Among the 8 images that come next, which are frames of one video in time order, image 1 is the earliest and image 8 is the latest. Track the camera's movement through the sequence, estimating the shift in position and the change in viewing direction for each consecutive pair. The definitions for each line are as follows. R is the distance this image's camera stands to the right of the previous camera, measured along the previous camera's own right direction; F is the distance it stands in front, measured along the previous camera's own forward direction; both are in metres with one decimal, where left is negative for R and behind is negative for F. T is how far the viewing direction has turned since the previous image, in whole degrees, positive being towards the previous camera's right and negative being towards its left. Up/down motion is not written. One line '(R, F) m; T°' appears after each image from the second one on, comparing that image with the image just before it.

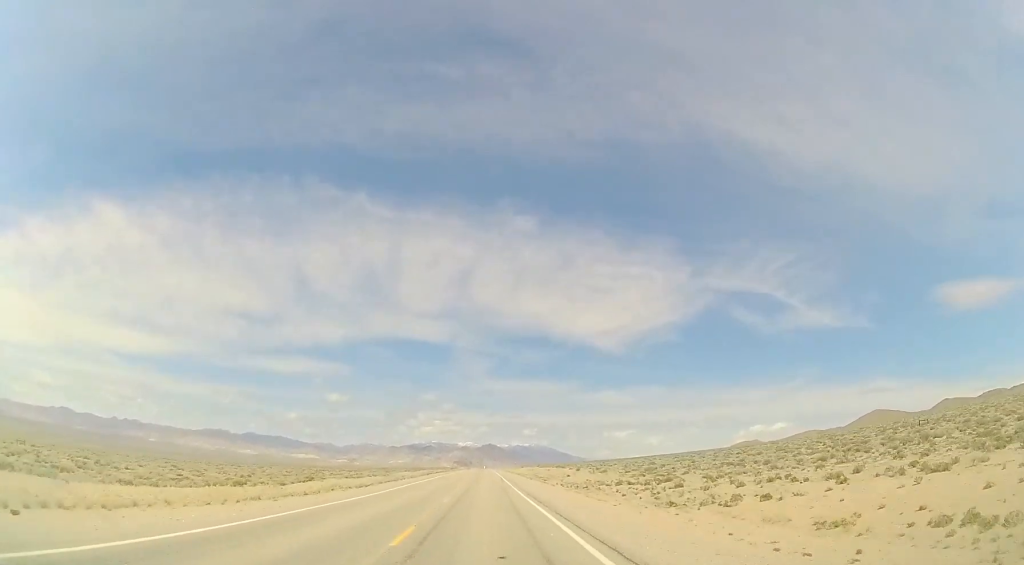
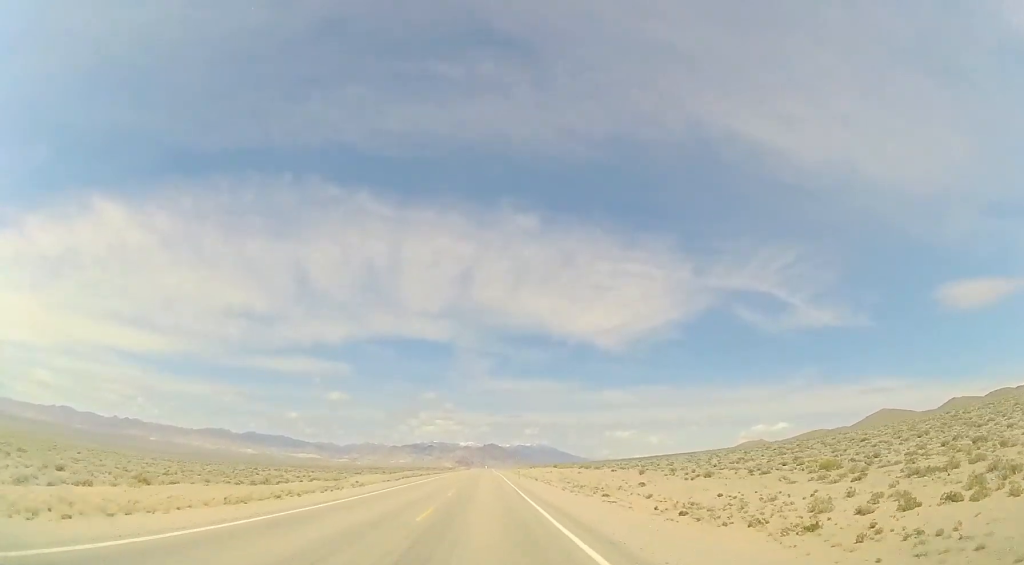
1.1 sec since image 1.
(-0.2, +31.8) m; 0°
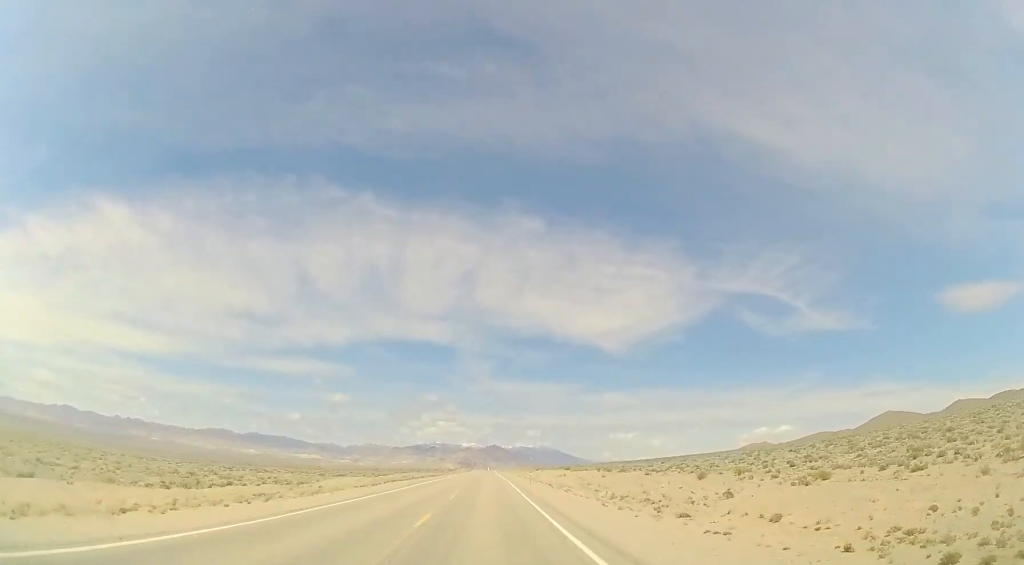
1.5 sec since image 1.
(+0.1, +12.9) m; 0°
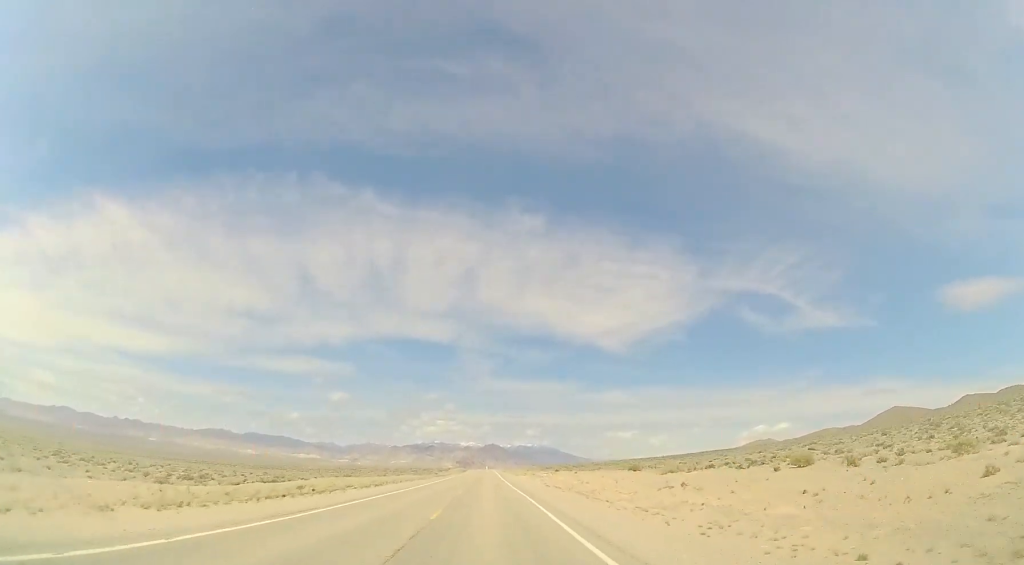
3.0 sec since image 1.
(-0.1, +46.4) m; 0°
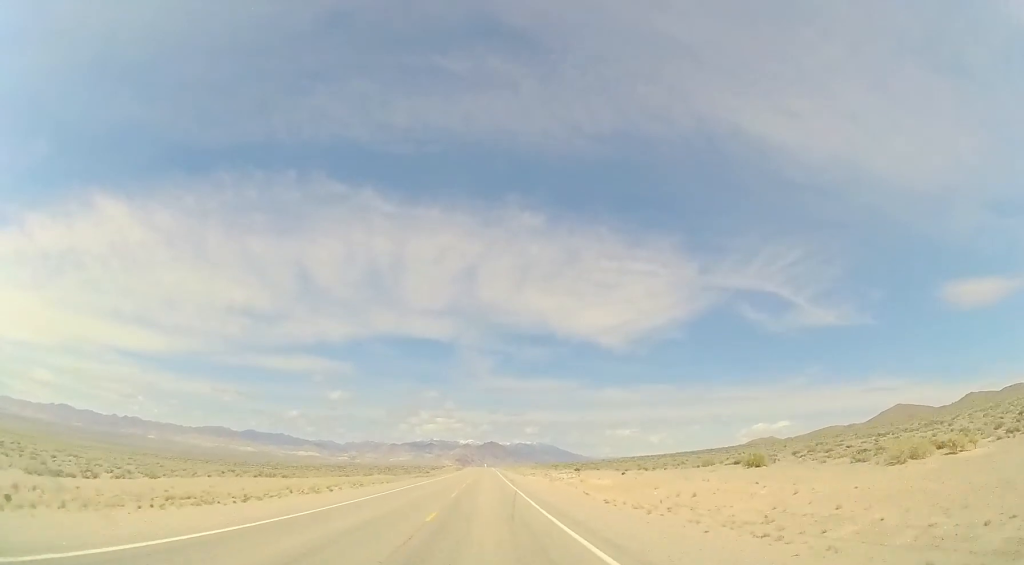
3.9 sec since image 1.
(-0.1, +25.5) m; +1°
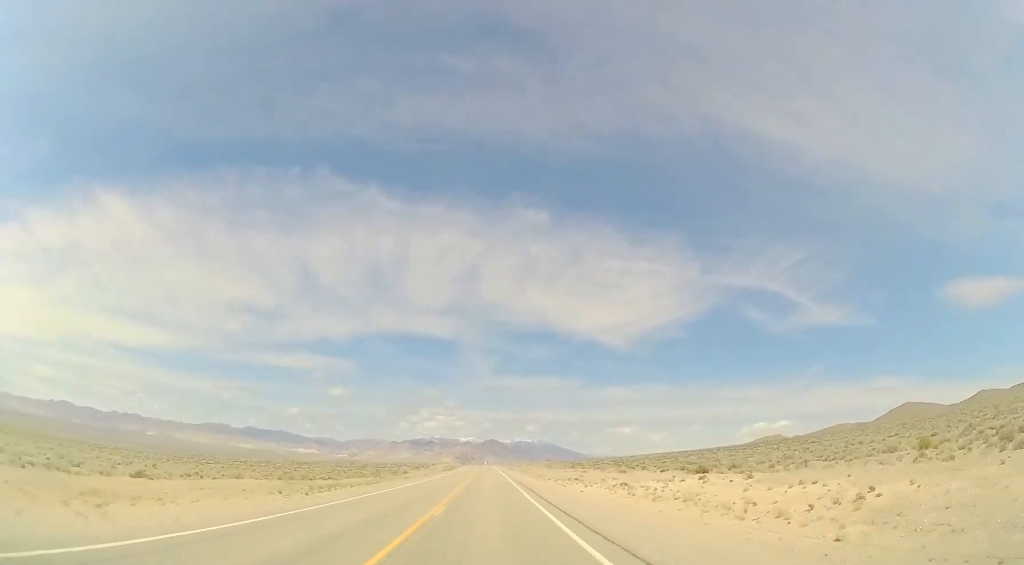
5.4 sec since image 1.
(+0.6, +48.0) m; 0°
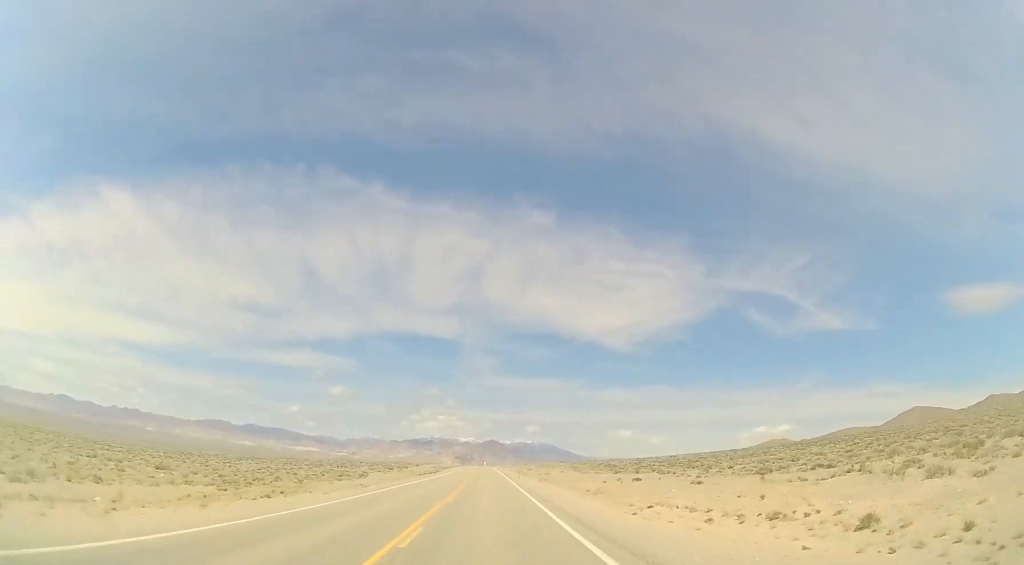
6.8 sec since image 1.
(-0.7, +43.1) m; -1°
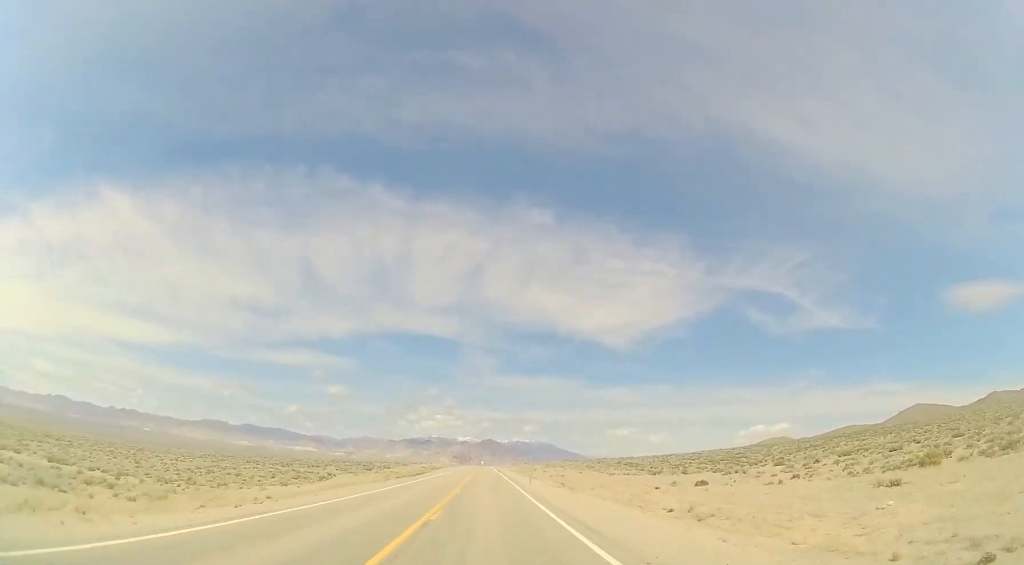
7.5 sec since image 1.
(-0.1, +19.4) m; 0°
